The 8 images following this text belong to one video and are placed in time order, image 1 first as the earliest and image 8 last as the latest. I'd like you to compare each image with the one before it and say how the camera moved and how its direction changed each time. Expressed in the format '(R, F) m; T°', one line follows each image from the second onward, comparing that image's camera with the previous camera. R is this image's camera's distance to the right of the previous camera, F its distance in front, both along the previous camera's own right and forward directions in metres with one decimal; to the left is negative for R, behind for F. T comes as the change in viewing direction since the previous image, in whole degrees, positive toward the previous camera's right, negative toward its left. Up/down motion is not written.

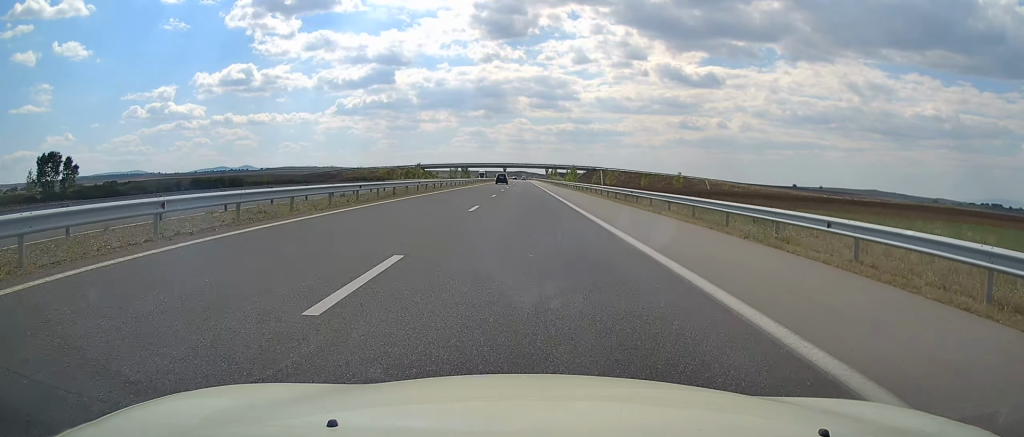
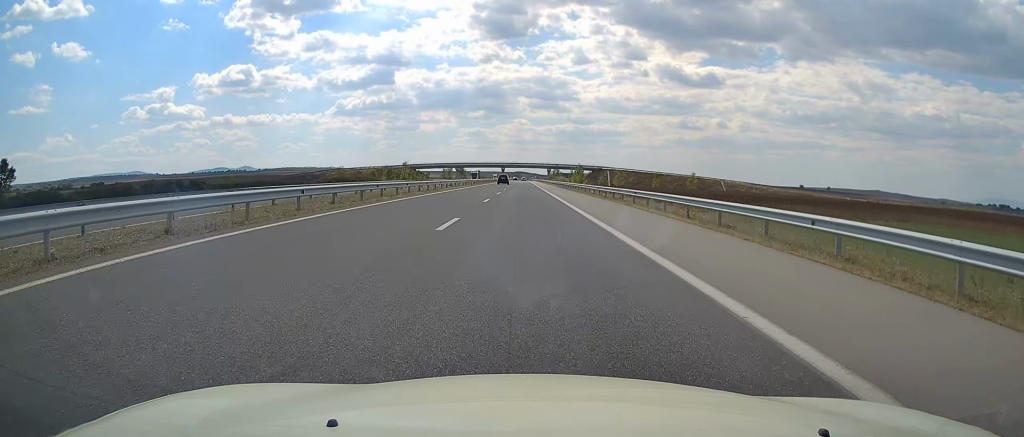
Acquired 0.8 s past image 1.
(0.0, +23.3) m; 0°
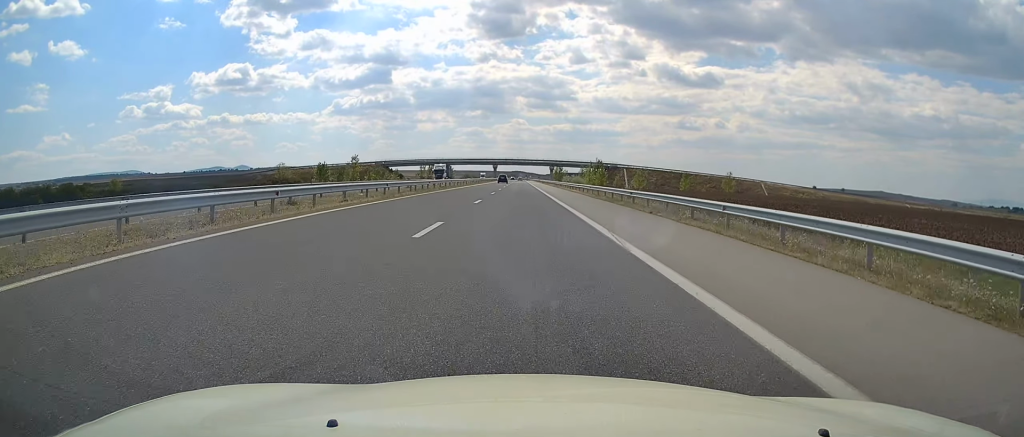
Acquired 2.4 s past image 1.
(0.0, +49.5) m; +1°
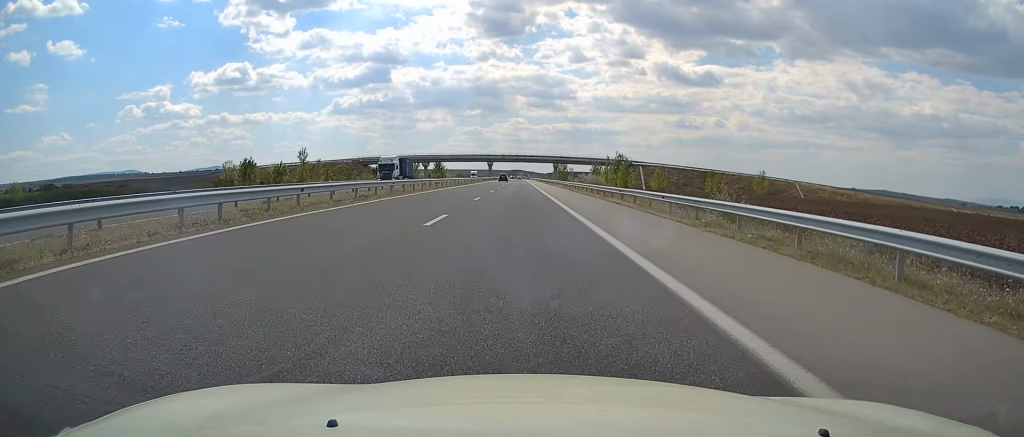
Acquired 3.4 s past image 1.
(0.0, +29.3) m; -1°
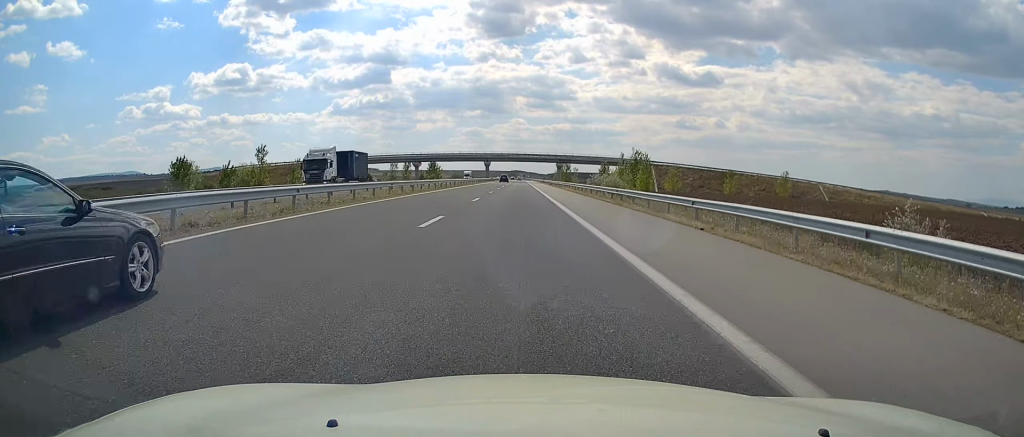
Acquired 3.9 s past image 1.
(-0.1, +16.2) m; 0°
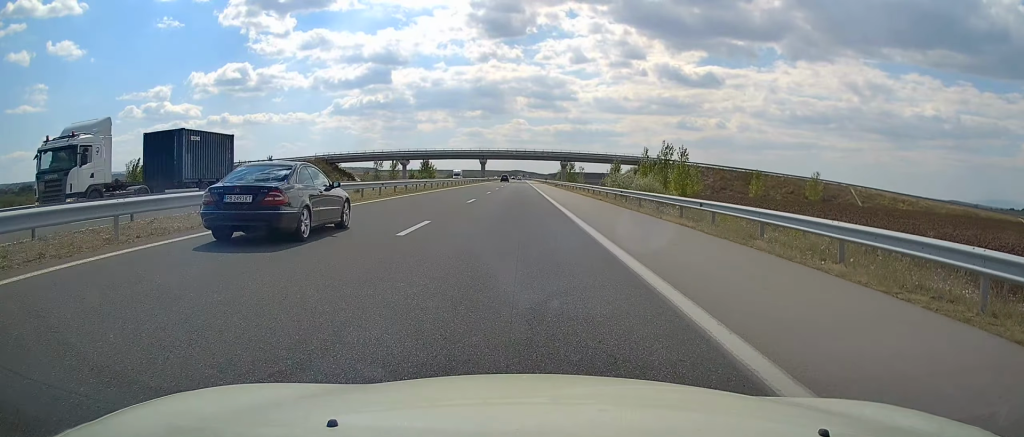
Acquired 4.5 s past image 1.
(-0.2, +18.1) m; 0°
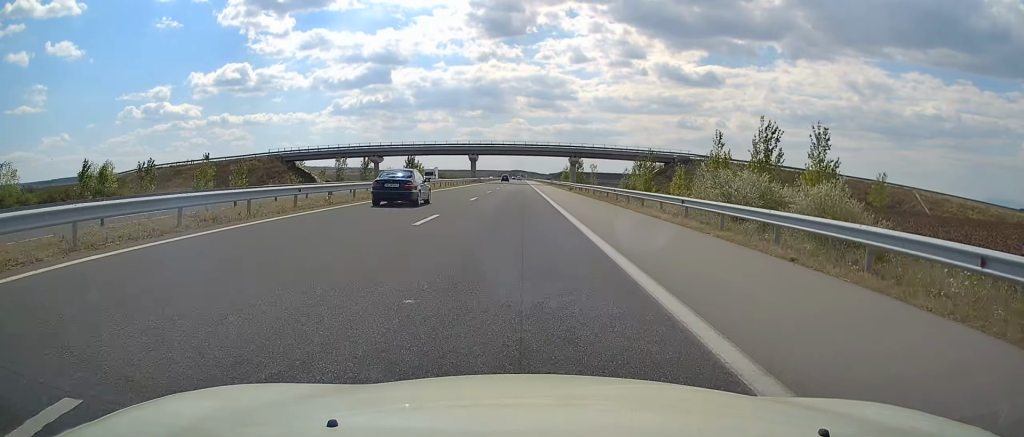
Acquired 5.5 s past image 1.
(+0.4, +29.1) m; +1°
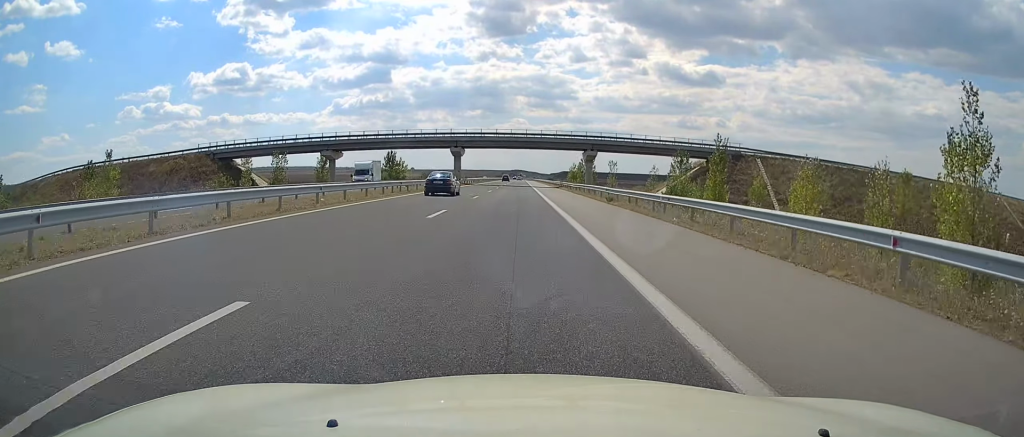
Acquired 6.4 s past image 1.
(0.0, +29.1) m; 0°
